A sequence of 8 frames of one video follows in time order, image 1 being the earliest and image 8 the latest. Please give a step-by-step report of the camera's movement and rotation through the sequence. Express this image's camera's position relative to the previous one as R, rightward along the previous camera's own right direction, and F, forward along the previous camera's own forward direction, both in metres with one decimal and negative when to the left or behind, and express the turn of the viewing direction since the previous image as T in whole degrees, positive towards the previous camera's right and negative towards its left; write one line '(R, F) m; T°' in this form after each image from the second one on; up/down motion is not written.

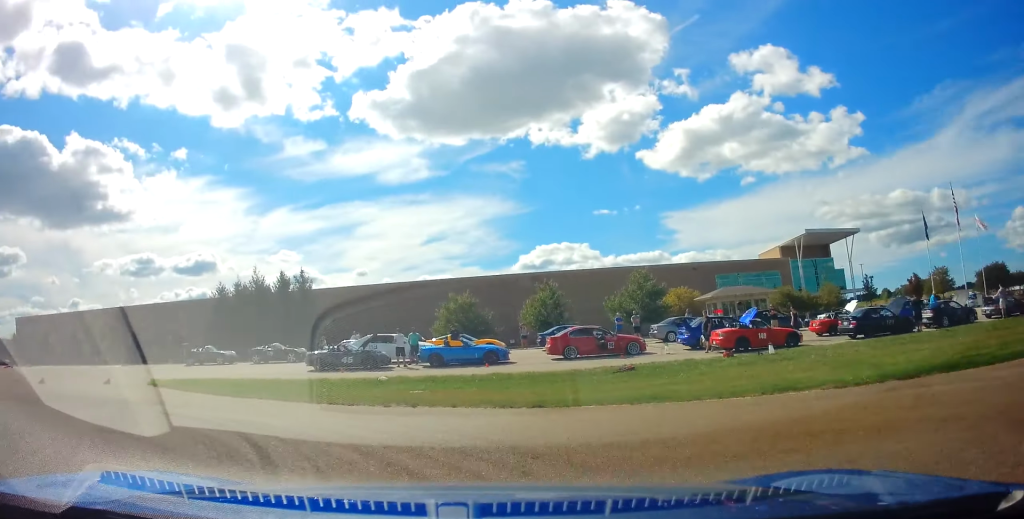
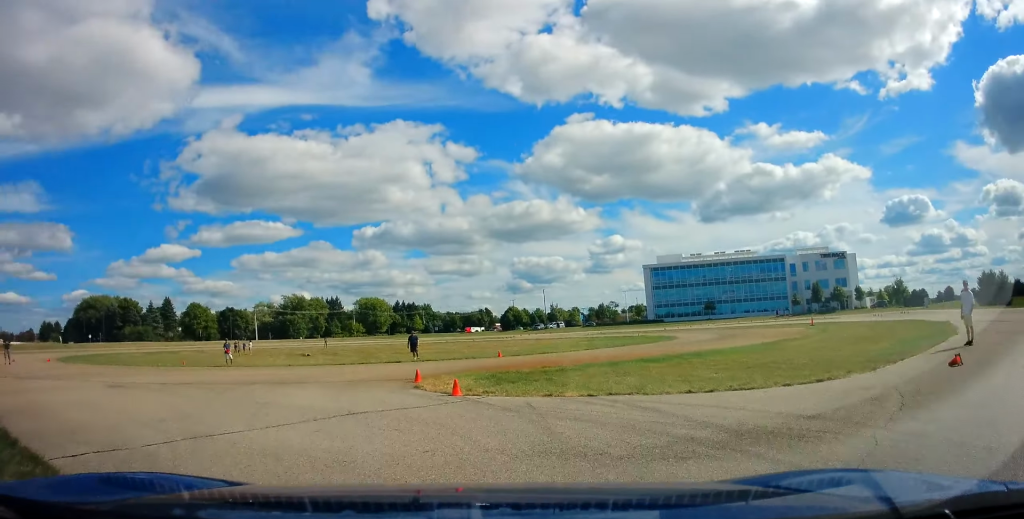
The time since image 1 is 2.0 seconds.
(-13.8, +7.6) m; -105°
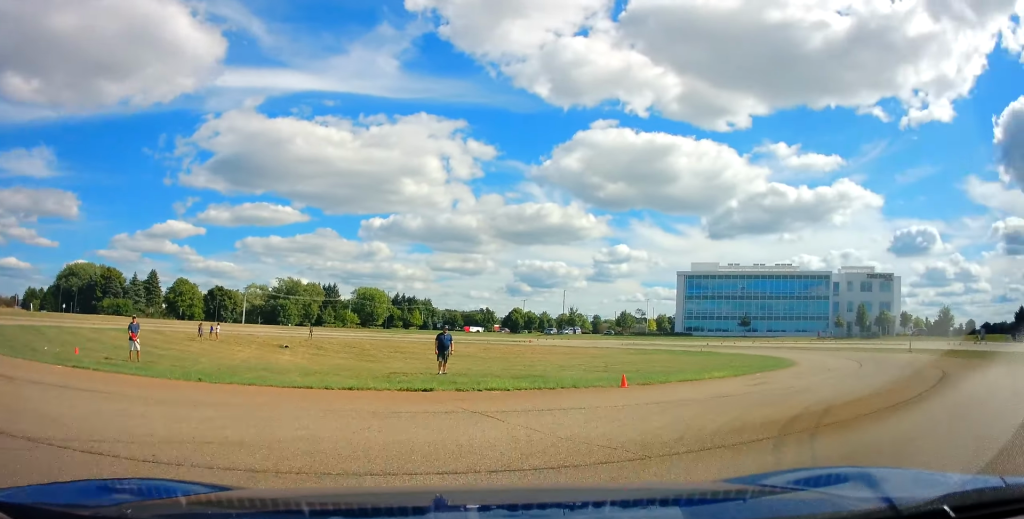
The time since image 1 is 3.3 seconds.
(-2.8, +13.0) m; +5°
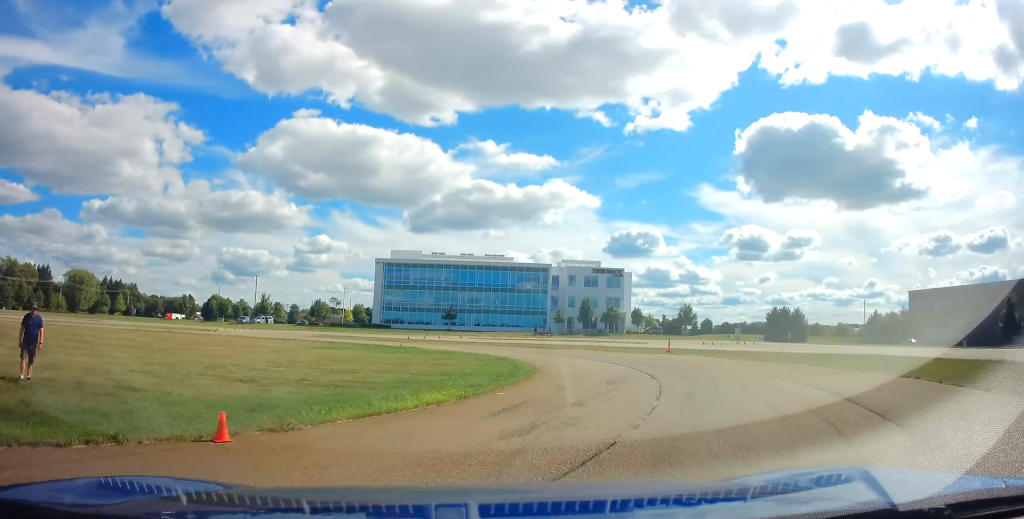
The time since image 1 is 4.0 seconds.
(+2.1, +8.0) m; +21°
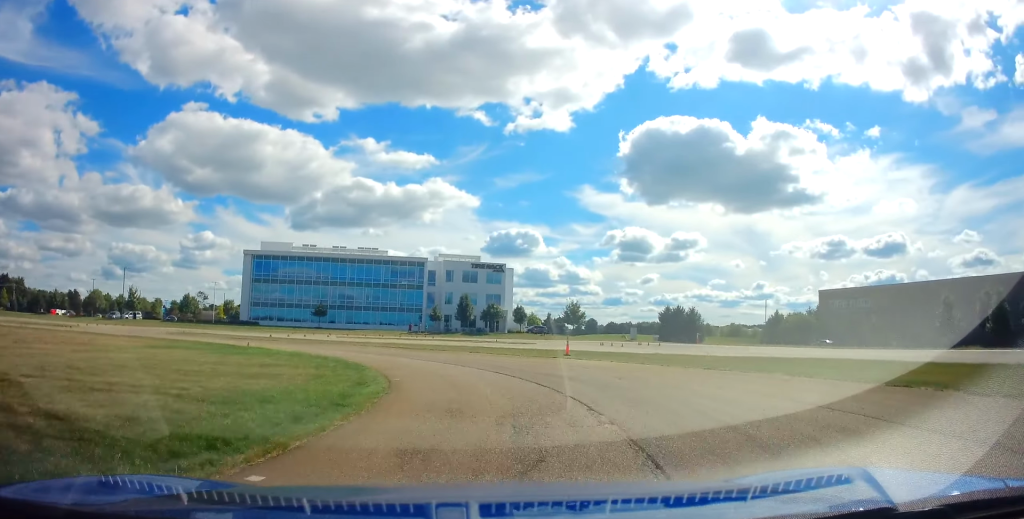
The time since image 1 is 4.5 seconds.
(+0.9, +7.1) m; +4°
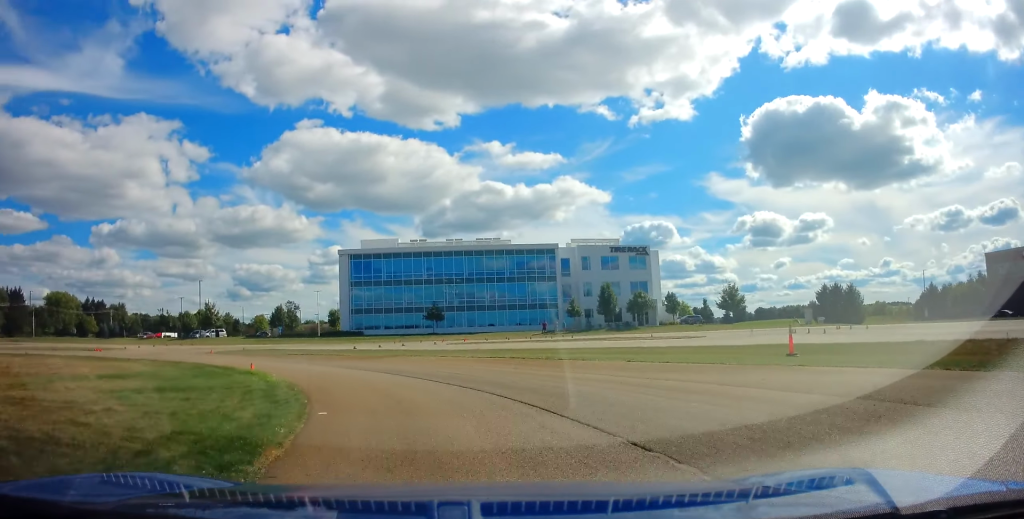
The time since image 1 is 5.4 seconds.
(+0.6, +14.4) m; -6°
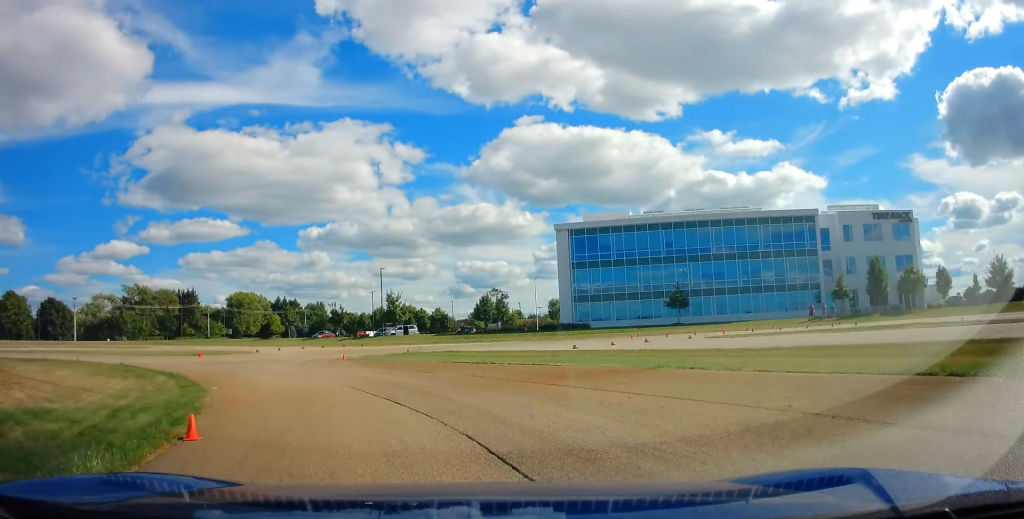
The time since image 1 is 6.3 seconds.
(-1.6, +15.9) m; -17°
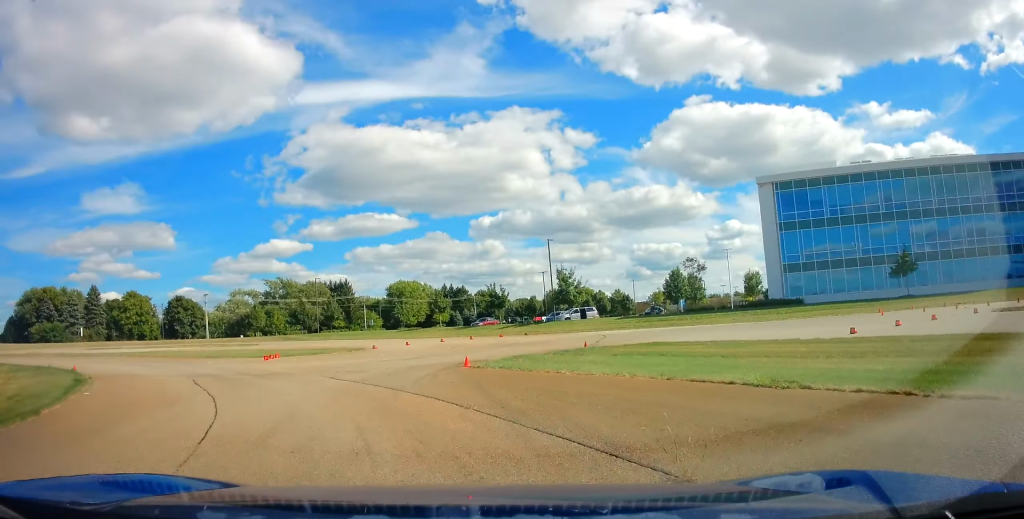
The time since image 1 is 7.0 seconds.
(-2.0, +13.3) m; -15°
